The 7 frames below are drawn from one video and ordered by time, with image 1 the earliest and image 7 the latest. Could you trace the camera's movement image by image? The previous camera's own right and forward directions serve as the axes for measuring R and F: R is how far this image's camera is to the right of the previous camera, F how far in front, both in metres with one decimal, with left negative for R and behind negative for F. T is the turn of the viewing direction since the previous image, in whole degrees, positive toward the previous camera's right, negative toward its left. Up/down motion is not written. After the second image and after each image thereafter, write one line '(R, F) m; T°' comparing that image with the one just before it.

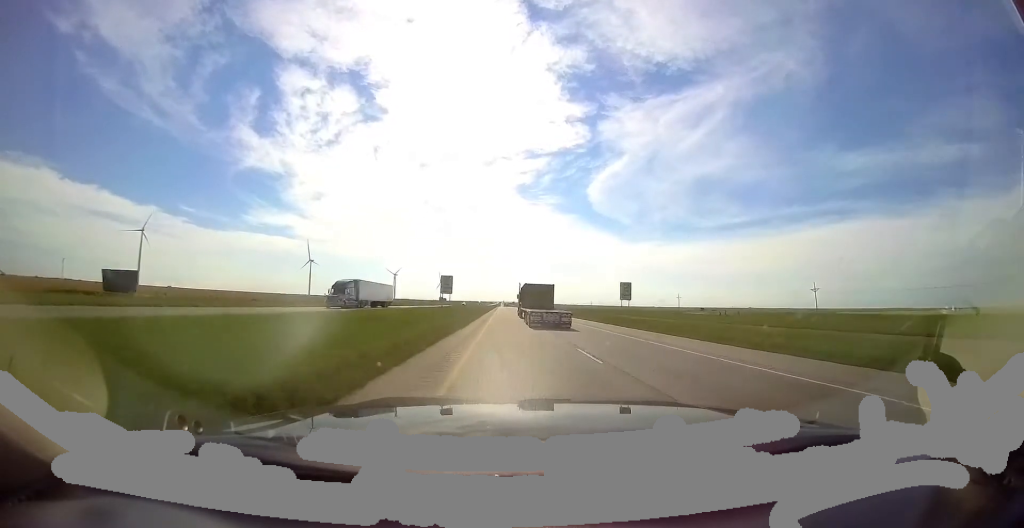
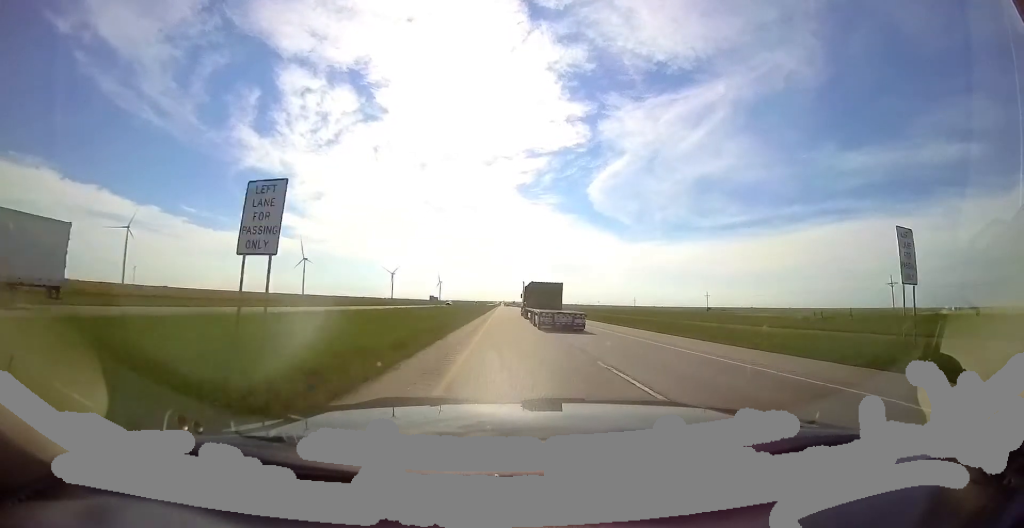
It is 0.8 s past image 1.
(+0.2, +27.3) m; 0°
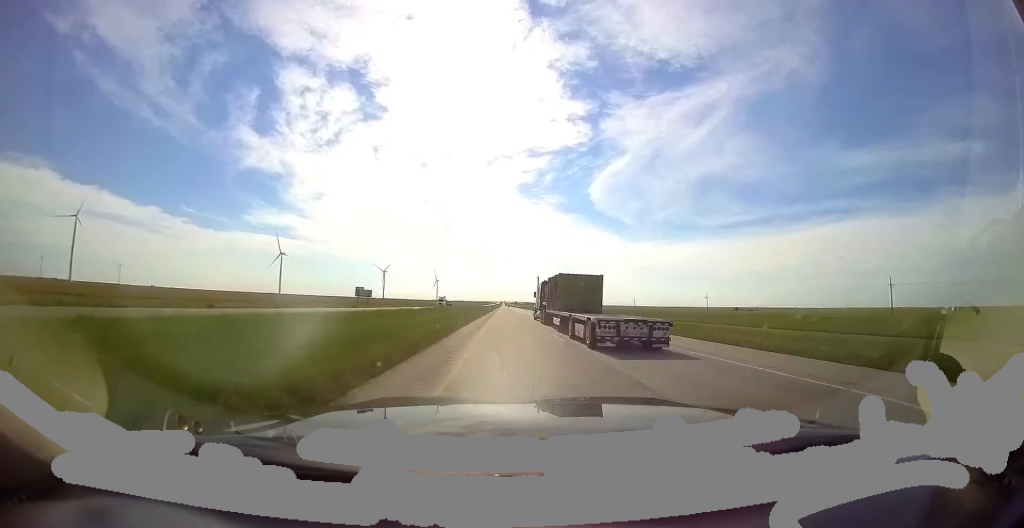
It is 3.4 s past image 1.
(-0.7, +89.9) m; -2°
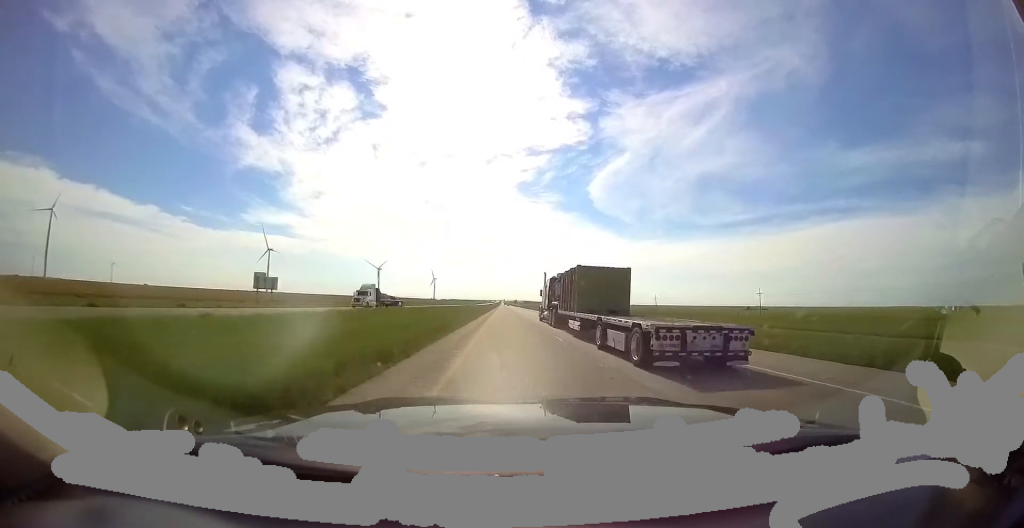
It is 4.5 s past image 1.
(-0.5, +37.3) m; 0°
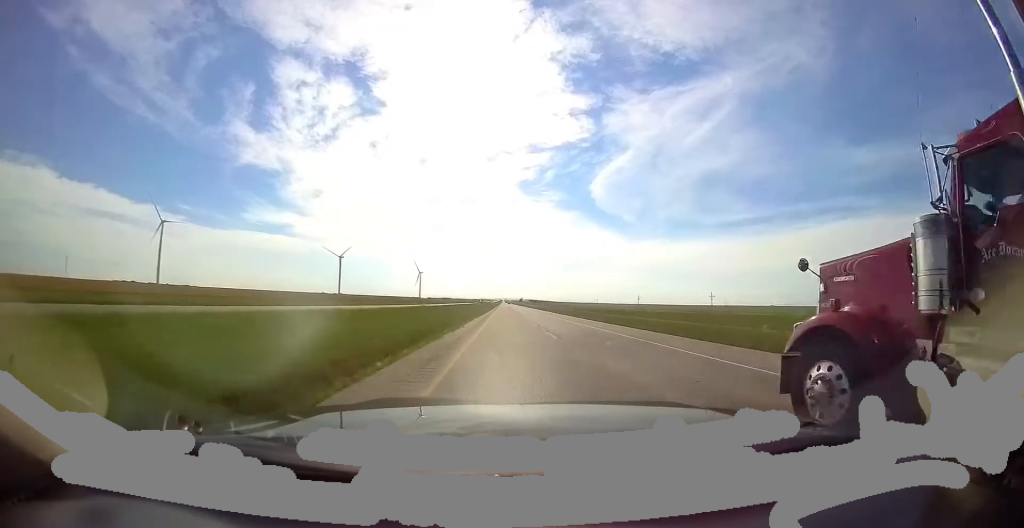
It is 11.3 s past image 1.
(+3.9, +242.3) m; +1°
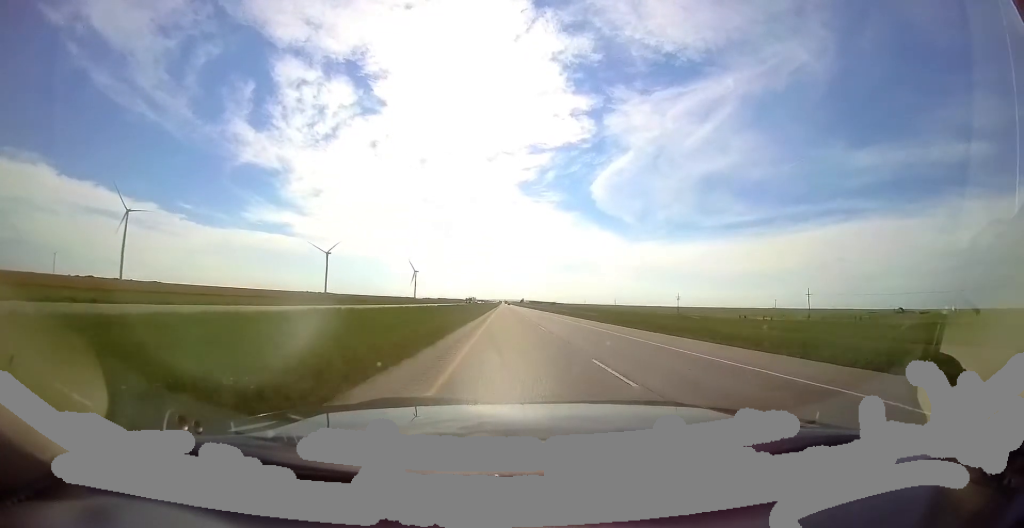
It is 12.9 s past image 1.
(+0.9, +56.6) m; 0°
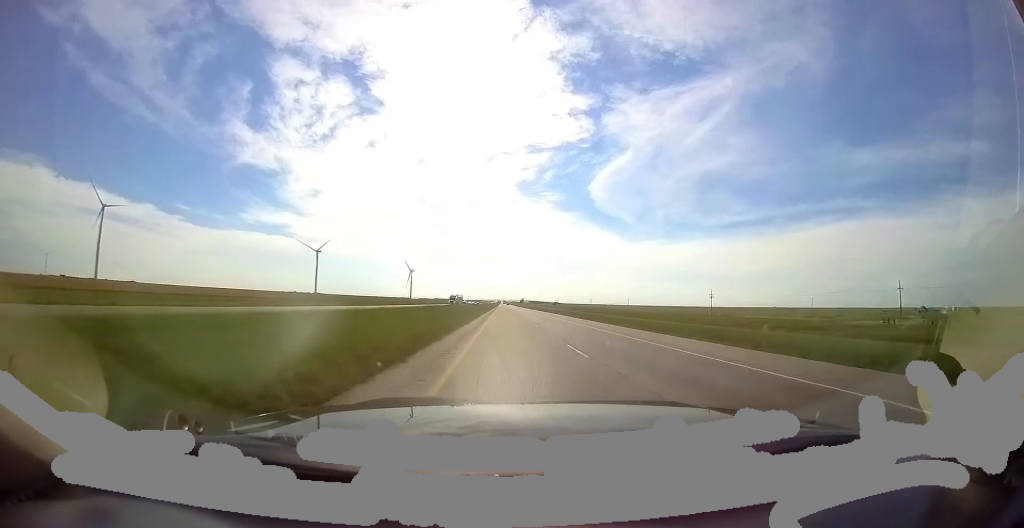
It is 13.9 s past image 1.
(+0.1, +33.0) m; 0°
